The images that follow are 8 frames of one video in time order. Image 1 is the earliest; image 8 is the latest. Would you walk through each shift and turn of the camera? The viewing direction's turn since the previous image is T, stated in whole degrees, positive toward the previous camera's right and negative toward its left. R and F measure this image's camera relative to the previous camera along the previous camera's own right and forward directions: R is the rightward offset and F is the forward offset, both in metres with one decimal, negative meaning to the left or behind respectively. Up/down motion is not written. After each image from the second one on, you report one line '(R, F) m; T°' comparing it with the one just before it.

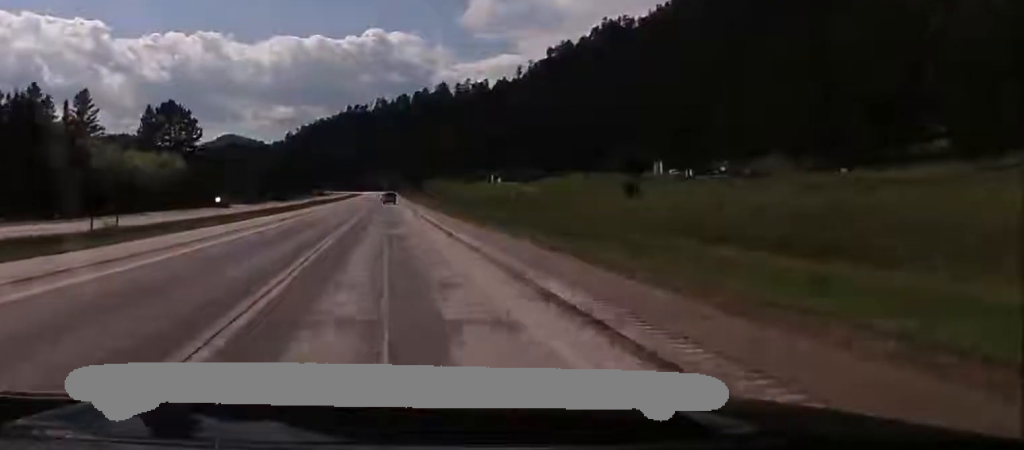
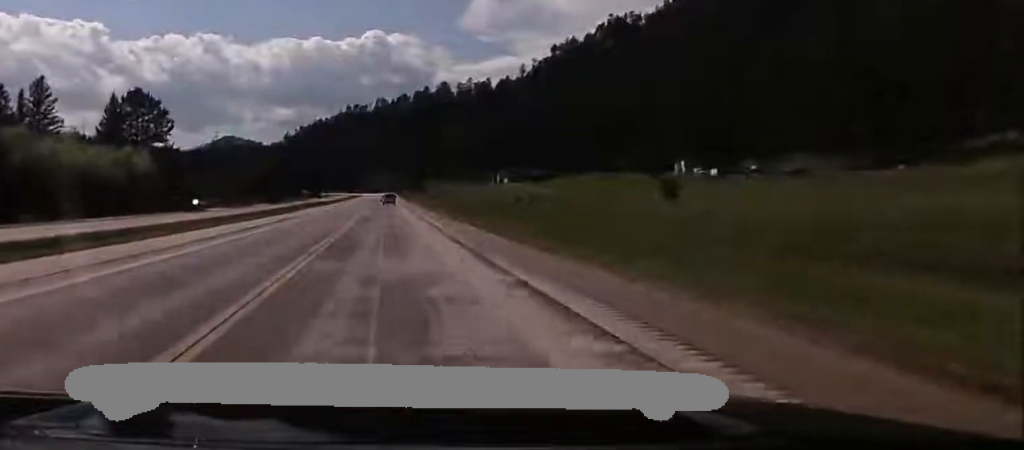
(-0.1, +16.3) m; -1°
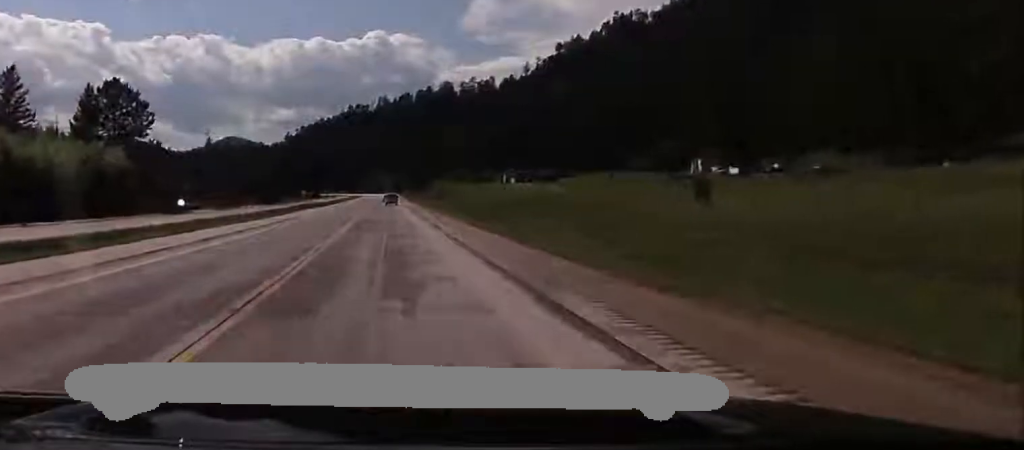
(-0.1, +9.9) m; -1°
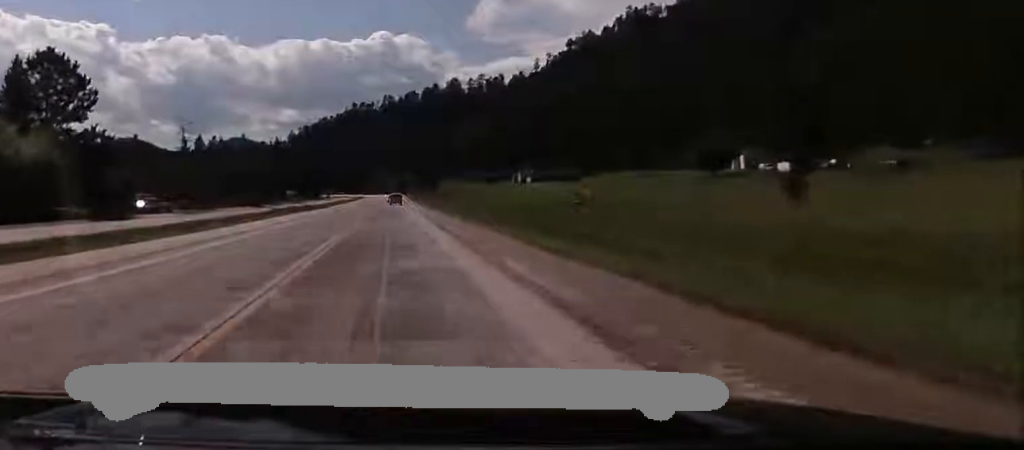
(-0.1, +21.0) m; 0°
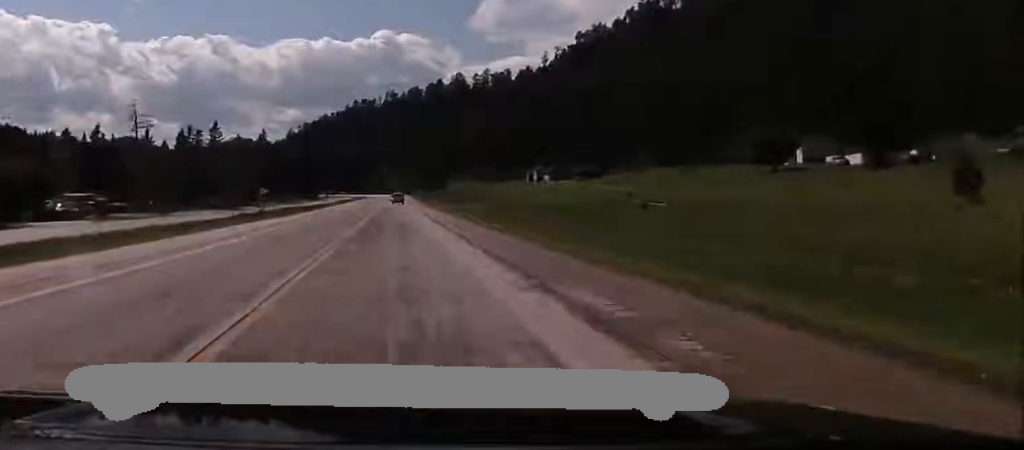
(0.0, +24.5) m; 0°
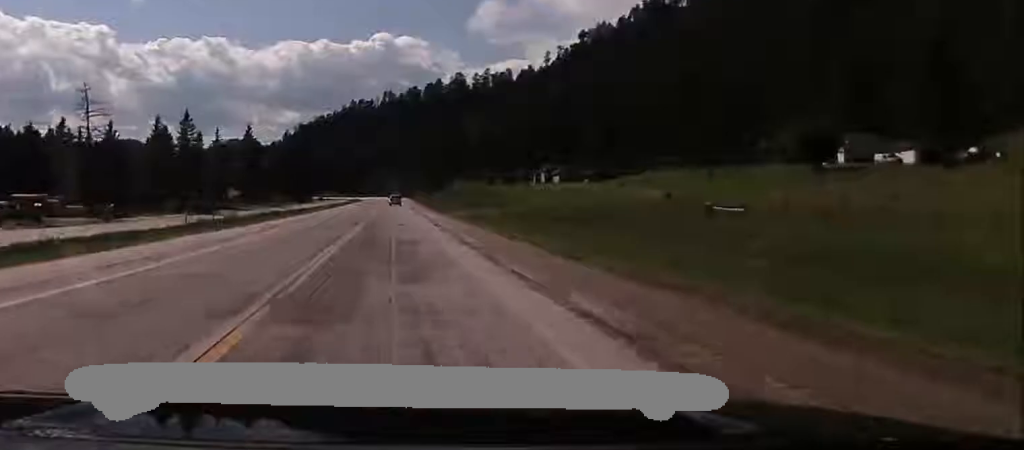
(0.0, +15.4) m; 0°
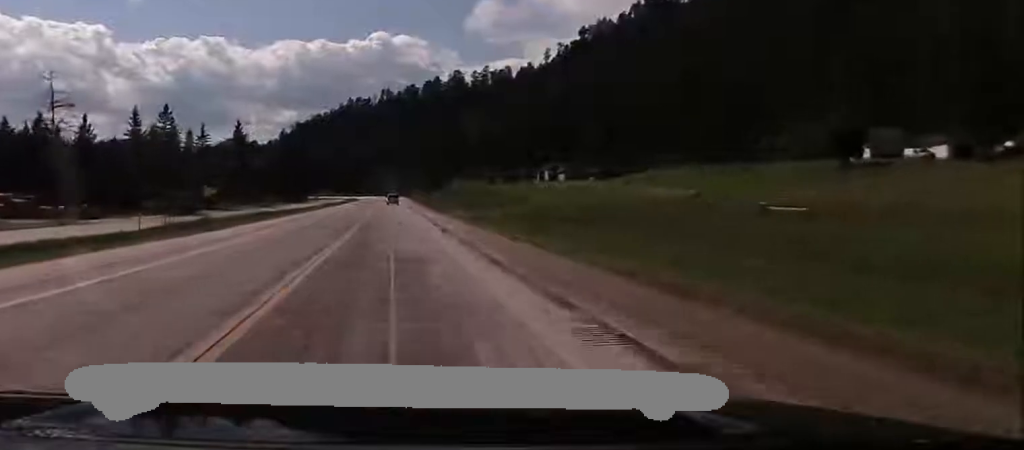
(0.0, +8.4) m; 0°
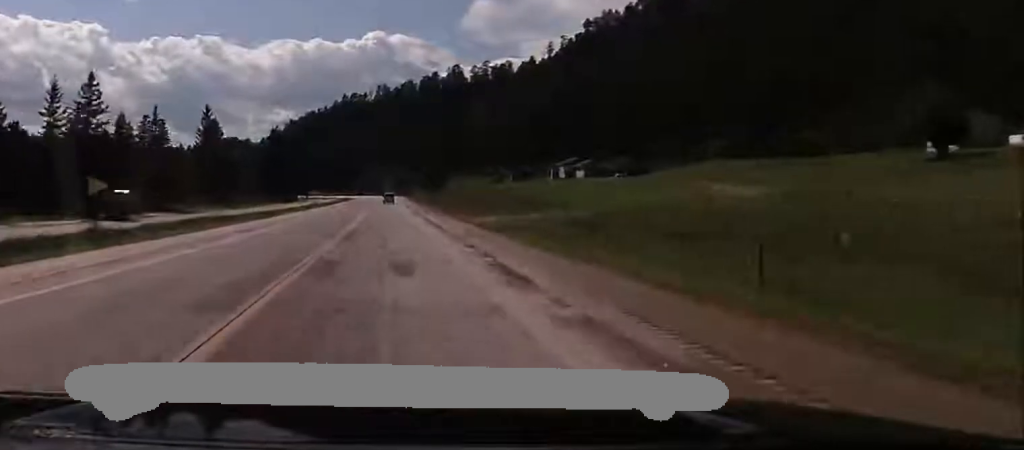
(+0.2, +23.0) m; +1°
